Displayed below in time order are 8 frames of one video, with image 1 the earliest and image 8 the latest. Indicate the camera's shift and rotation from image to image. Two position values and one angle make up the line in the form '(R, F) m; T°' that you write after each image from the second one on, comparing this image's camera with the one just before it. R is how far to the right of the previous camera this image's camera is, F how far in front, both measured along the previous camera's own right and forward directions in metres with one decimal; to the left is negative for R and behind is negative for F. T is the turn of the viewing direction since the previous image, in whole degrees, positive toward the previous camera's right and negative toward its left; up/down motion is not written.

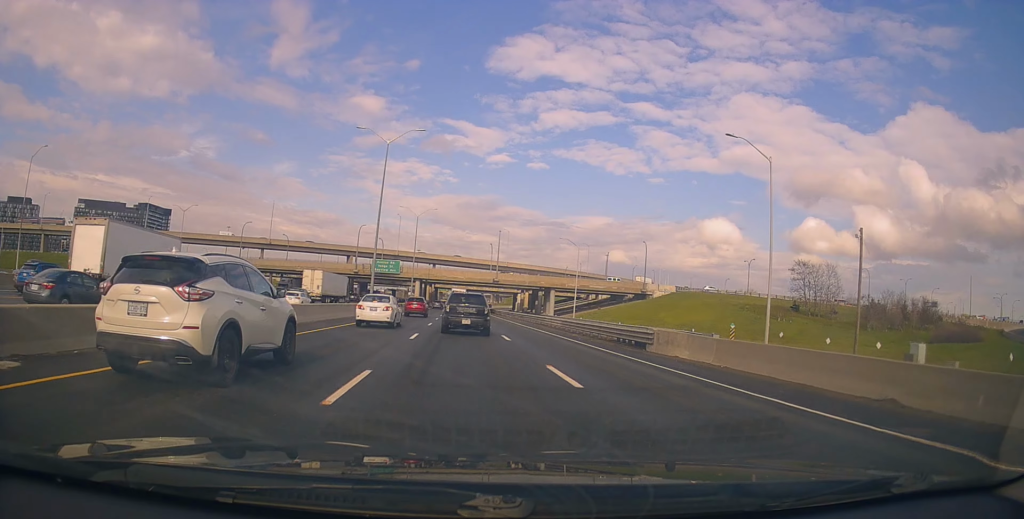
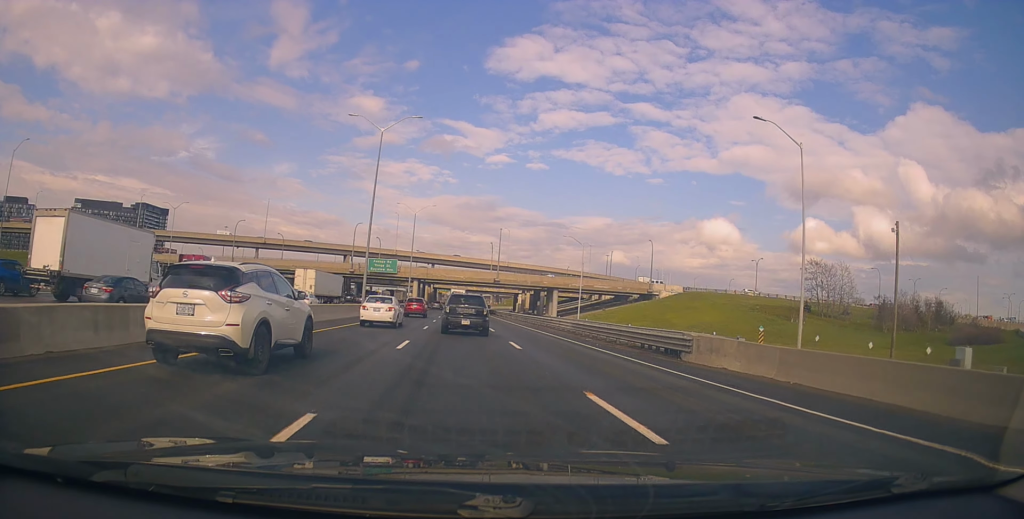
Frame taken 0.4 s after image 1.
(-0.4, +3.9) m; -1°
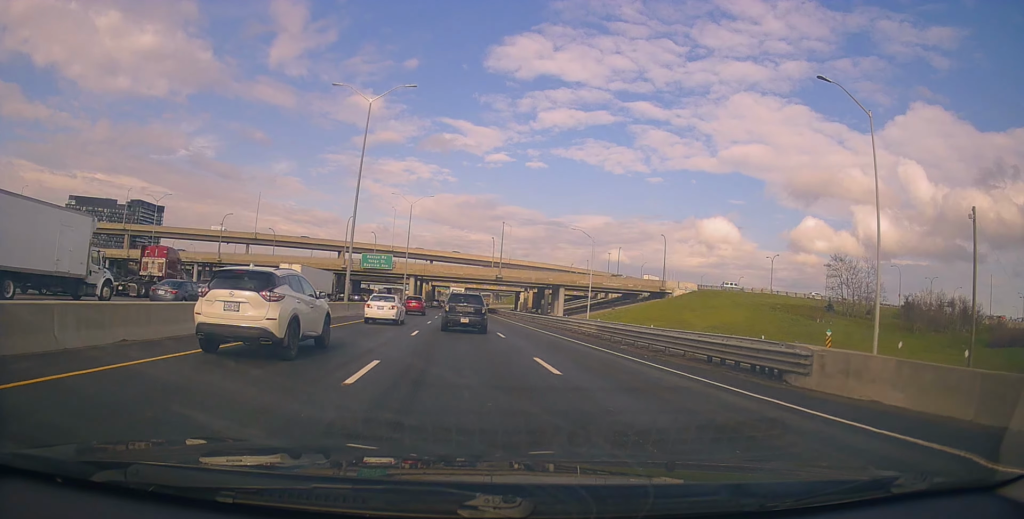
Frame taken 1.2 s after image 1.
(+0.1, +6.7) m; 0°
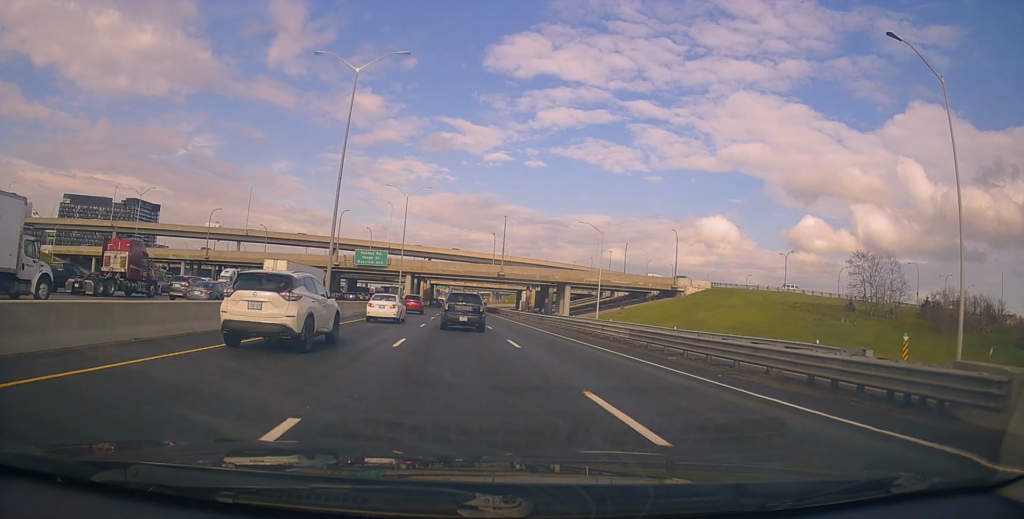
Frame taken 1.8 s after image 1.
(+0.2, +5.6) m; +1°
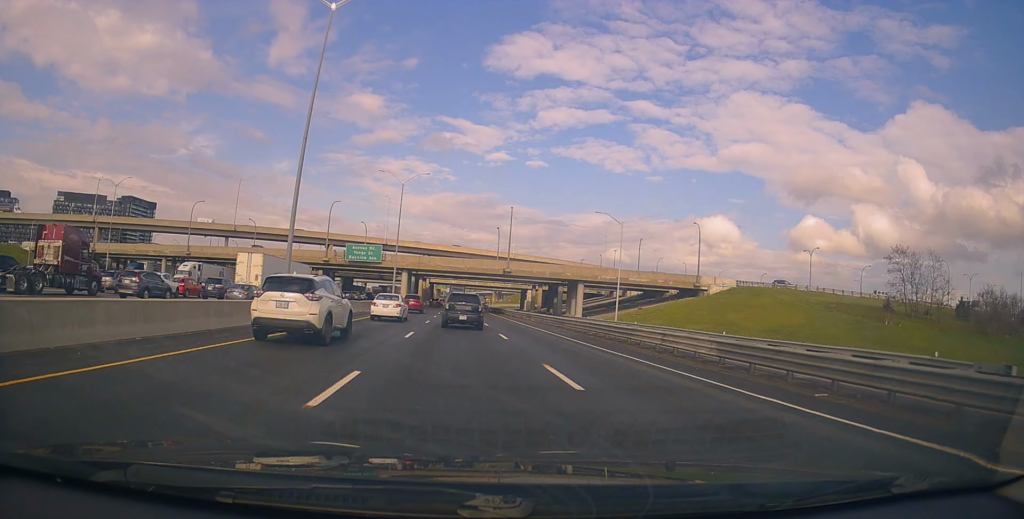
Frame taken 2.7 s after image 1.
(-0.4, +8.6) m; 0°
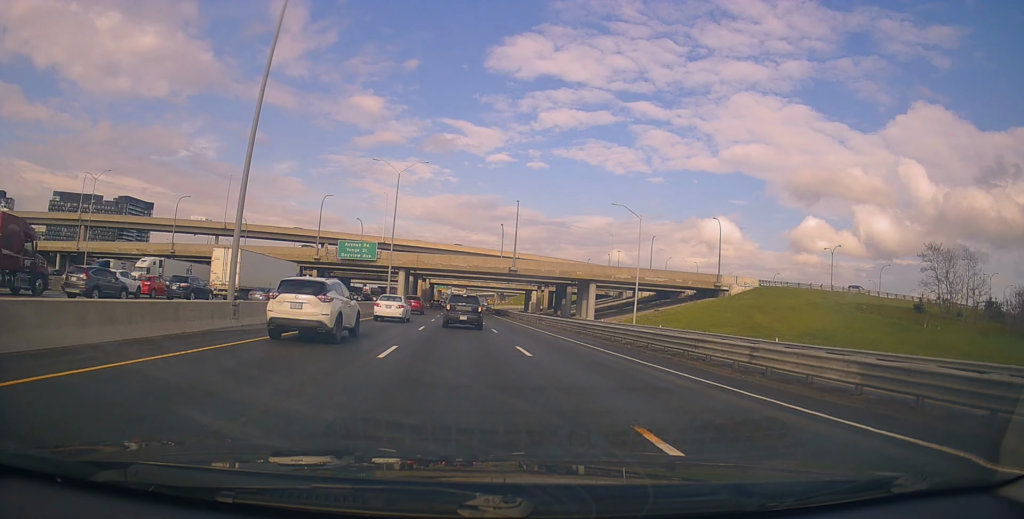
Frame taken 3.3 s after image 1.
(+0.3, +6.6) m; 0°
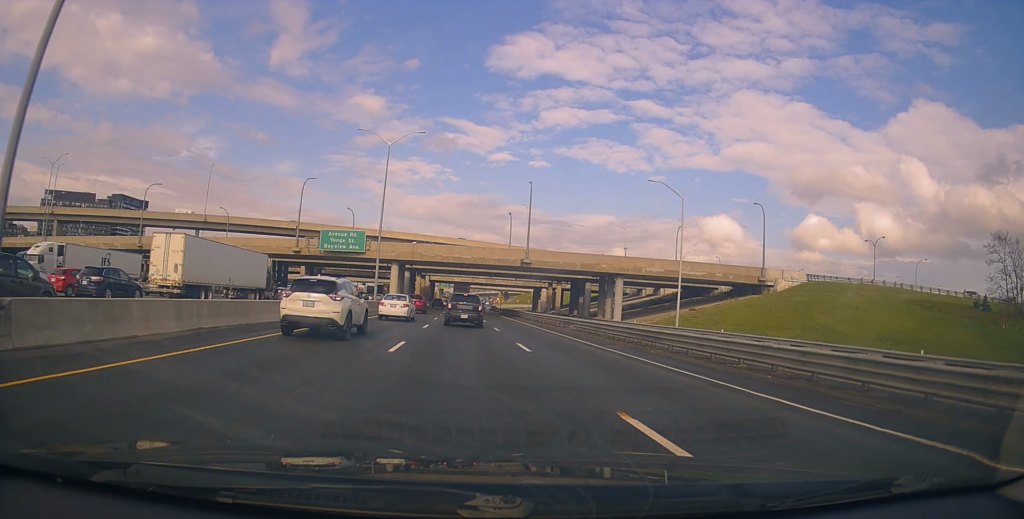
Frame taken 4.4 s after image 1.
(-0.1, +11.3) m; +1°
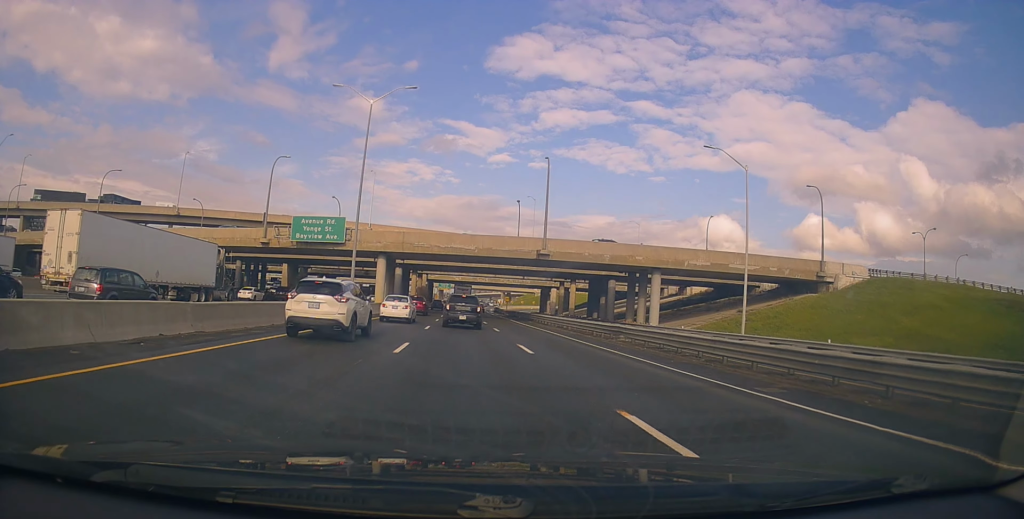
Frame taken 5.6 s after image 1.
(+0.4, +12.0) m; +2°
